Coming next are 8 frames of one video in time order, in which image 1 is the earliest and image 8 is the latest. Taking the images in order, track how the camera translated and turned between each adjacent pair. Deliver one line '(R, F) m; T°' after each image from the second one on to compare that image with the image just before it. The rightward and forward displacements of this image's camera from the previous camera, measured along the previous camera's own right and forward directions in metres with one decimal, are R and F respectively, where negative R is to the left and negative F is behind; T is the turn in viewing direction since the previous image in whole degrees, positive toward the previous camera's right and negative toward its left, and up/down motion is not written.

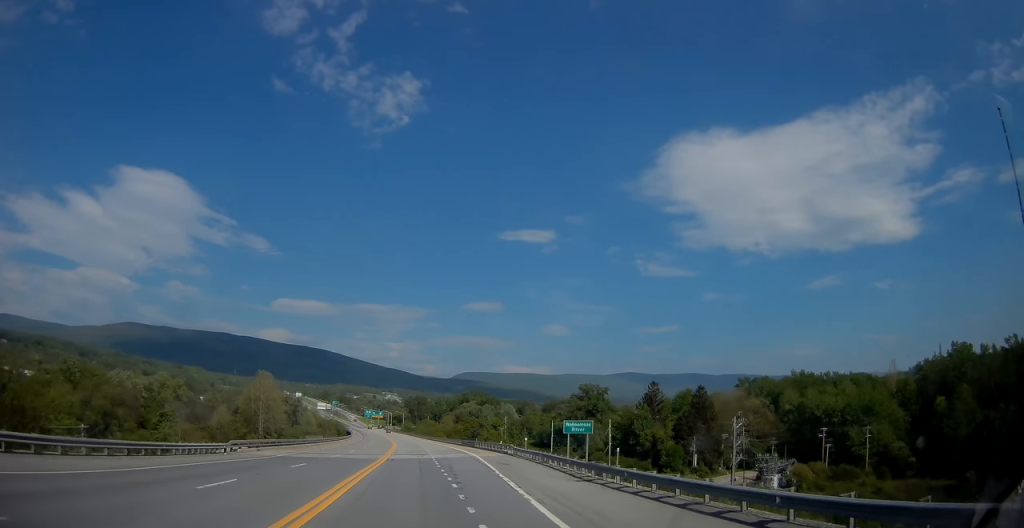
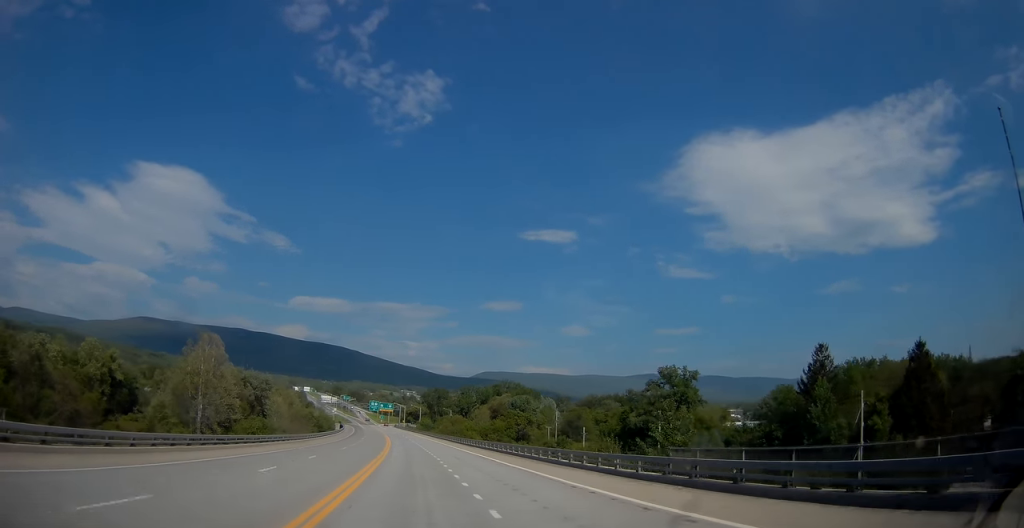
(+0.7, +70.0) m; 0°
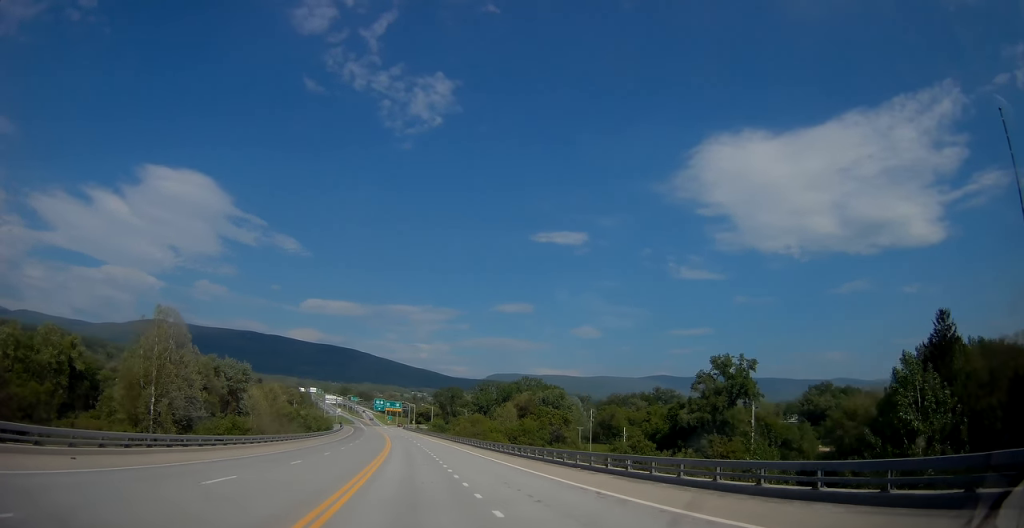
(-0.5, +29.3) m; -1°
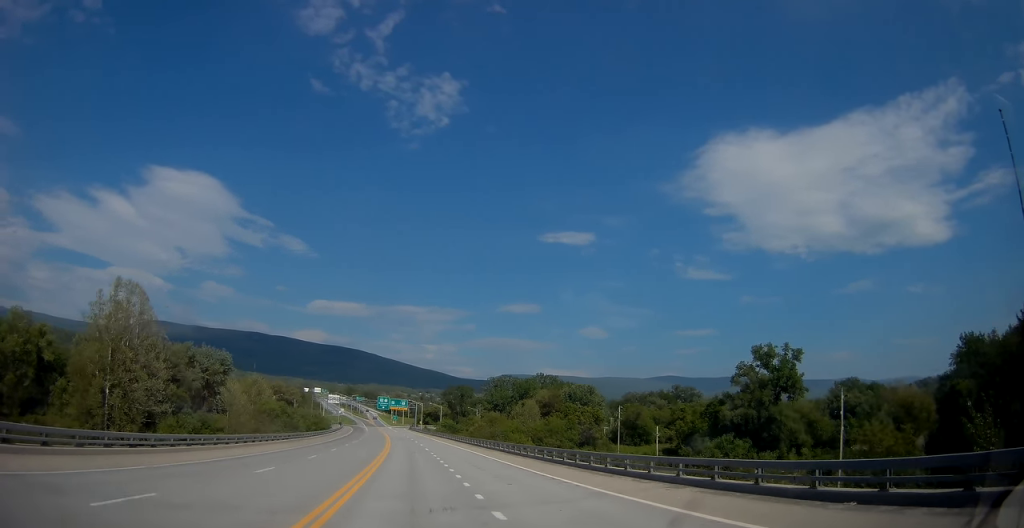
(+0.1, +18.6) m; -1°
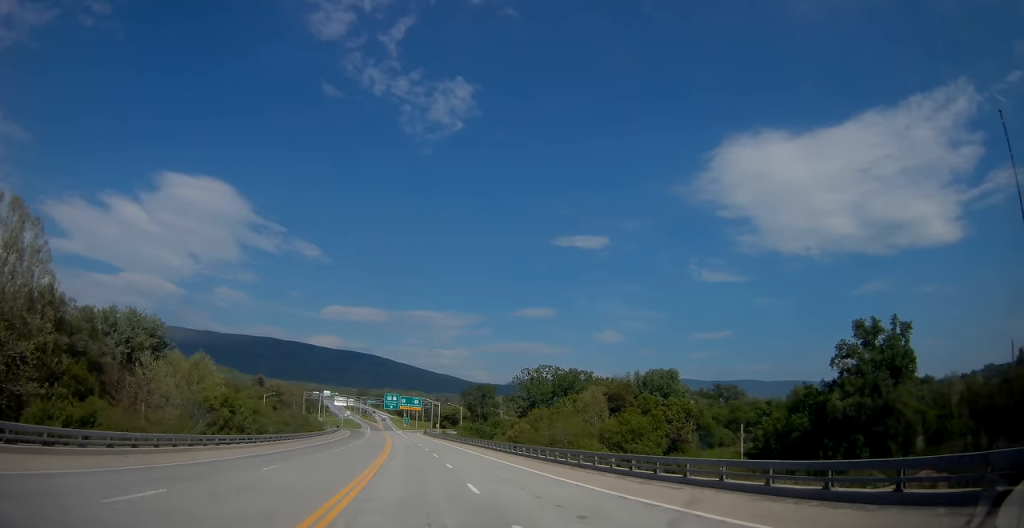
(-0.6, +35.7) m; -2°
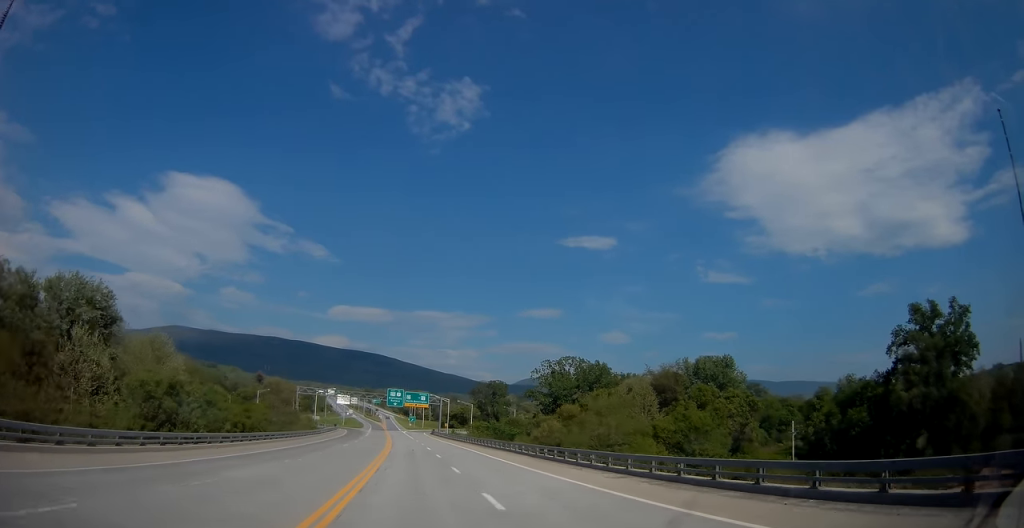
(+0.1, +16.1) m; -1°
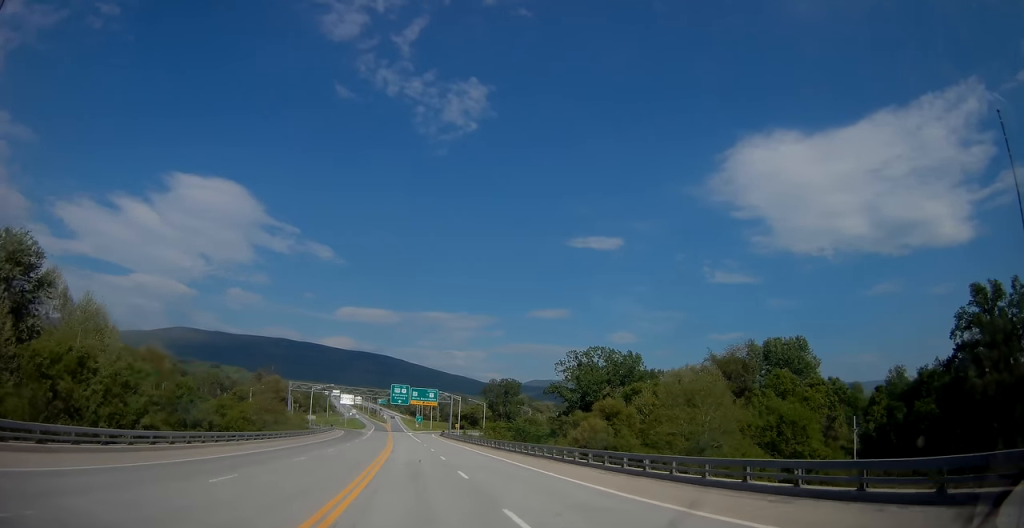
(-0.4, +16.1) m; -1°
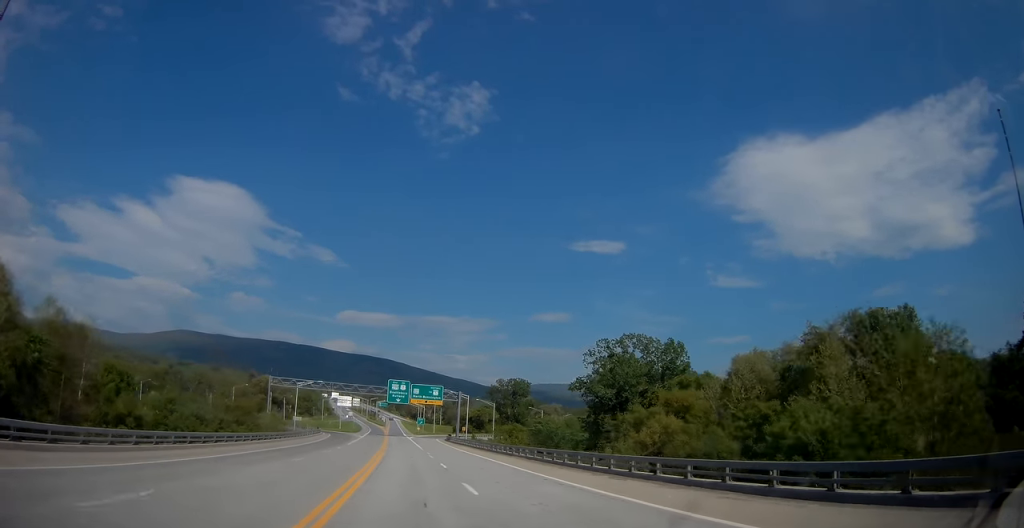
(-0.3, +18.7) m; 0°
